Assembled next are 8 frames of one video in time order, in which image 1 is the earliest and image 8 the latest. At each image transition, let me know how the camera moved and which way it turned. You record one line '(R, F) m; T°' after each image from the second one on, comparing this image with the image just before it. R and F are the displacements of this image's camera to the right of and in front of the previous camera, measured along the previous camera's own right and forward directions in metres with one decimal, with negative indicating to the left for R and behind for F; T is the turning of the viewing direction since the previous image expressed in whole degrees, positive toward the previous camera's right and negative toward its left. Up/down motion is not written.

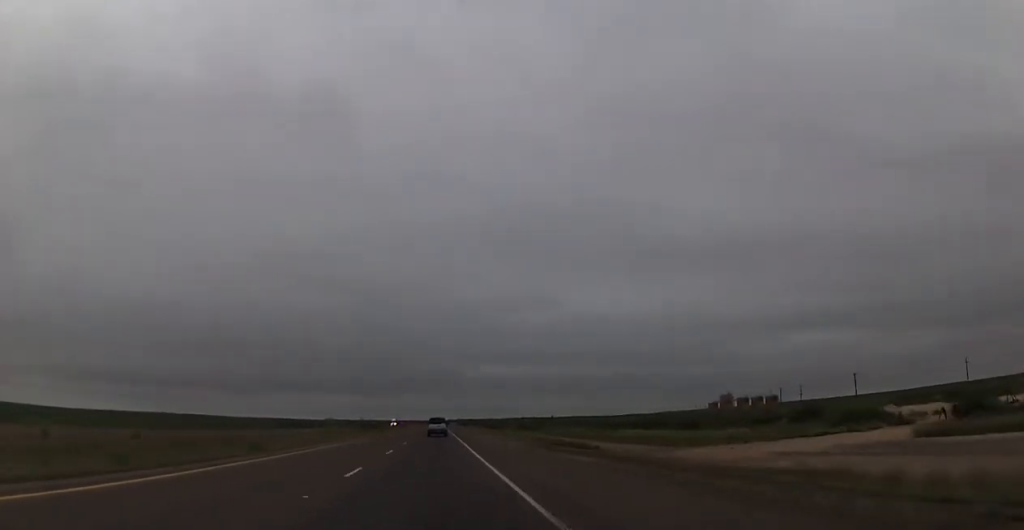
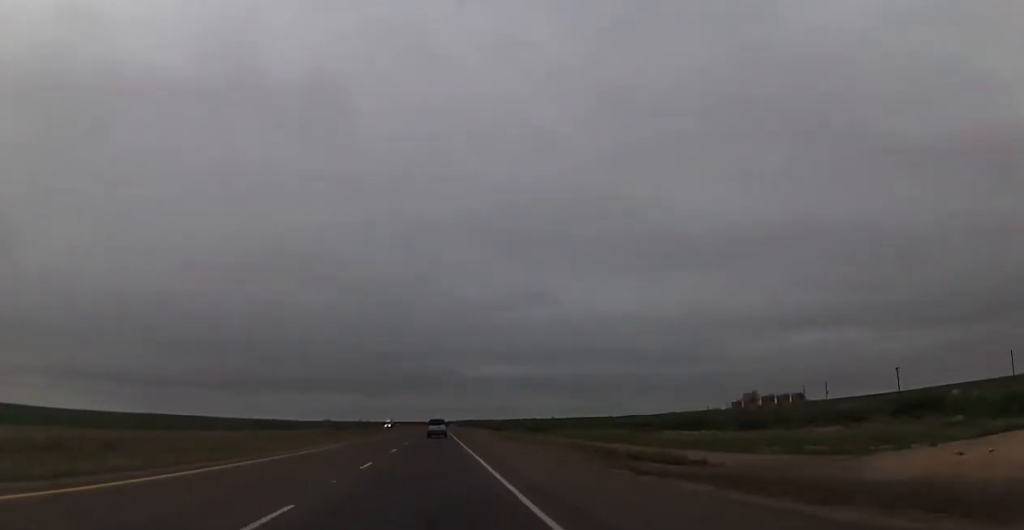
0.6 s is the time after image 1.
(-0.2, +20.9) m; 0°
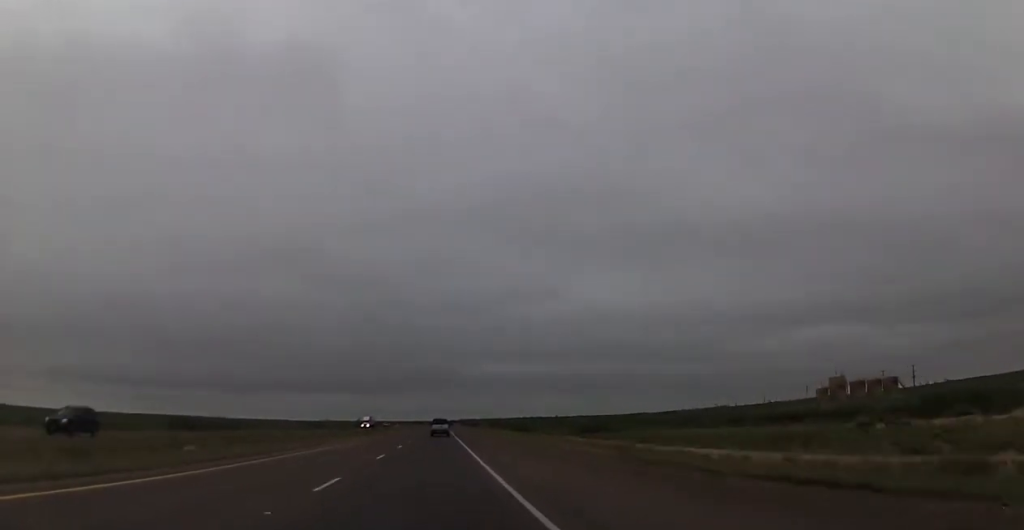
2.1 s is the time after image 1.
(0.0, +55.2) m; 0°
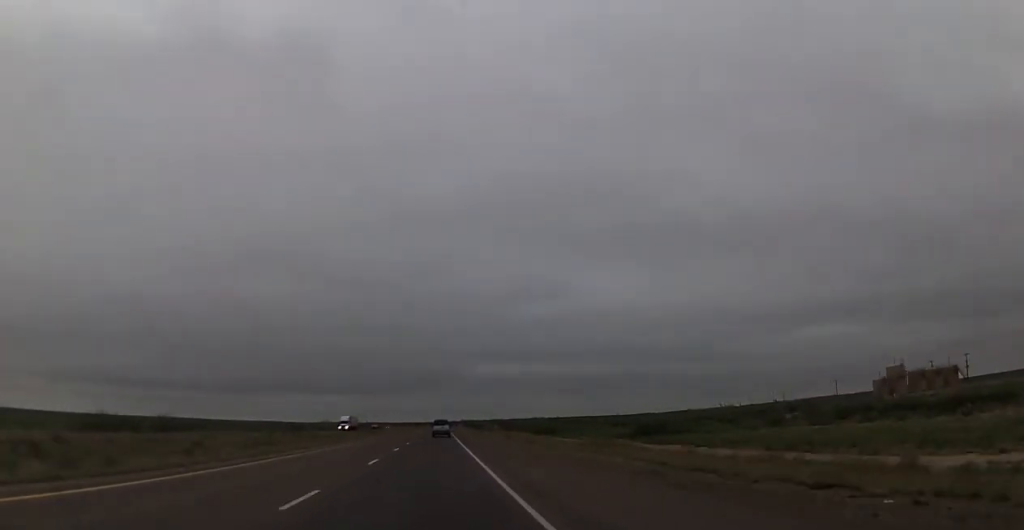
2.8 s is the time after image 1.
(+0.3, +26.9) m; 0°
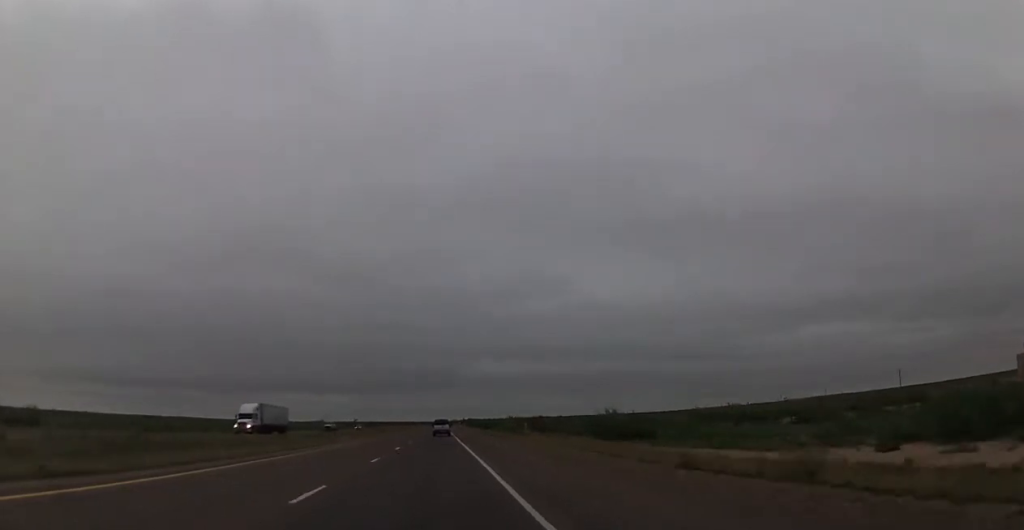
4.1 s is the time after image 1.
(-0.5, +47.7) m; 0°
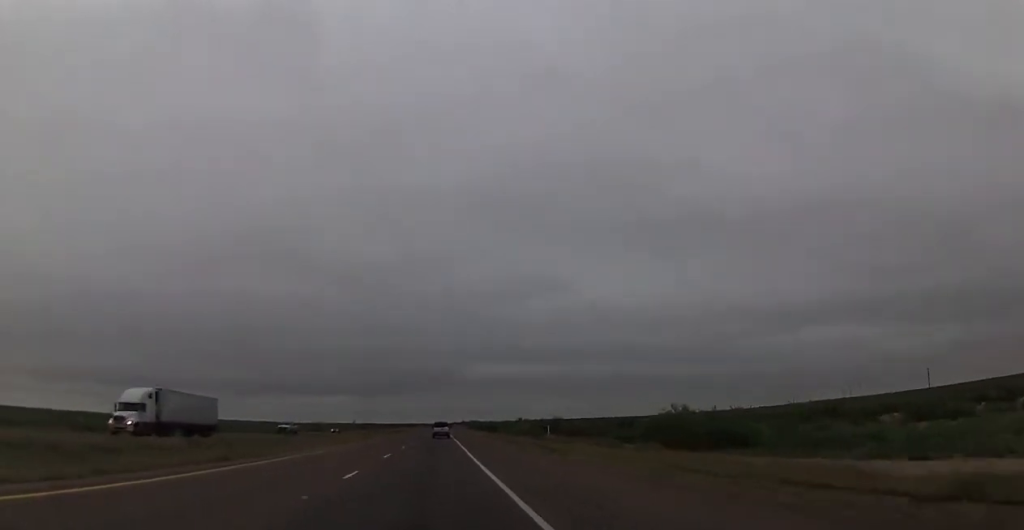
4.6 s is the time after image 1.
(+0.3, +18.3) m; 0°
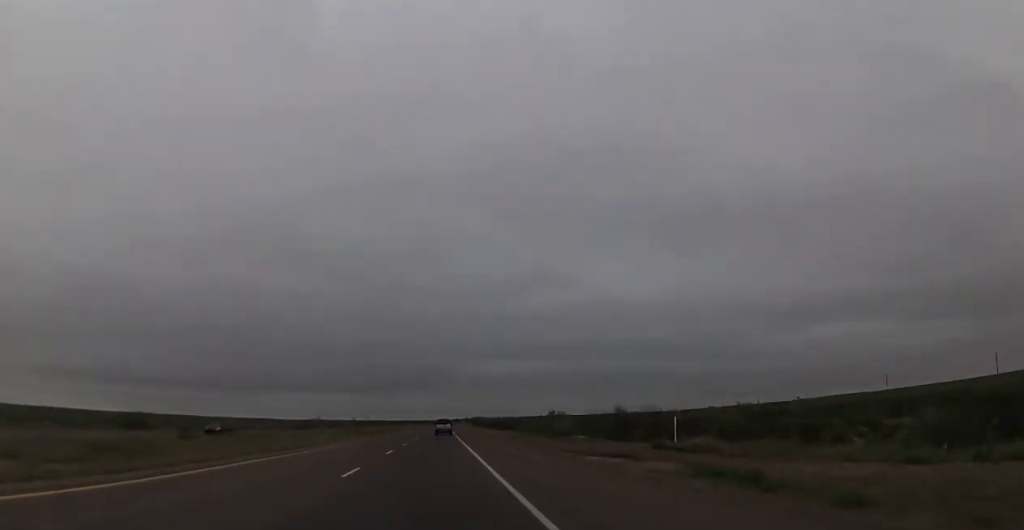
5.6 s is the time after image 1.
(-0.1, +36.7) m; -1°
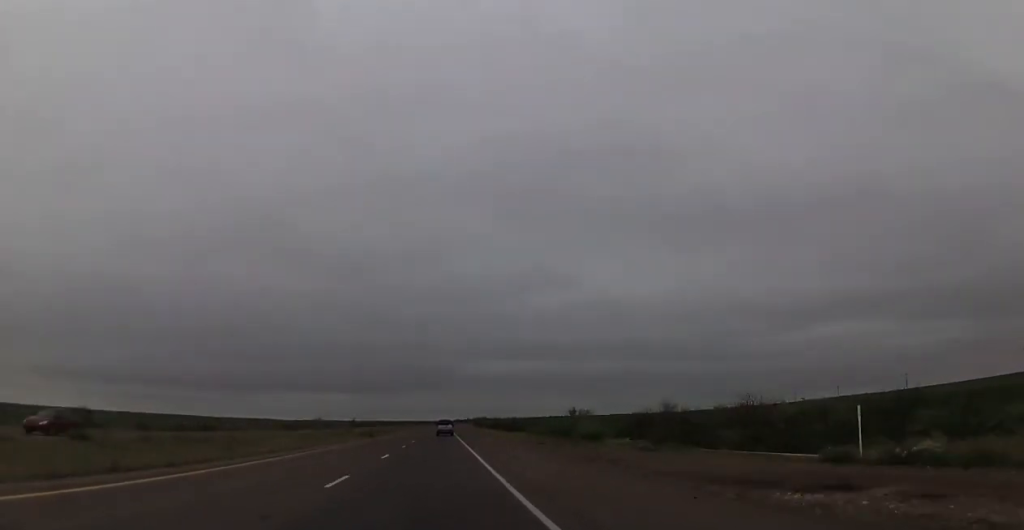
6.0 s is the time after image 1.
(0.0, +14.7) m; 0°
